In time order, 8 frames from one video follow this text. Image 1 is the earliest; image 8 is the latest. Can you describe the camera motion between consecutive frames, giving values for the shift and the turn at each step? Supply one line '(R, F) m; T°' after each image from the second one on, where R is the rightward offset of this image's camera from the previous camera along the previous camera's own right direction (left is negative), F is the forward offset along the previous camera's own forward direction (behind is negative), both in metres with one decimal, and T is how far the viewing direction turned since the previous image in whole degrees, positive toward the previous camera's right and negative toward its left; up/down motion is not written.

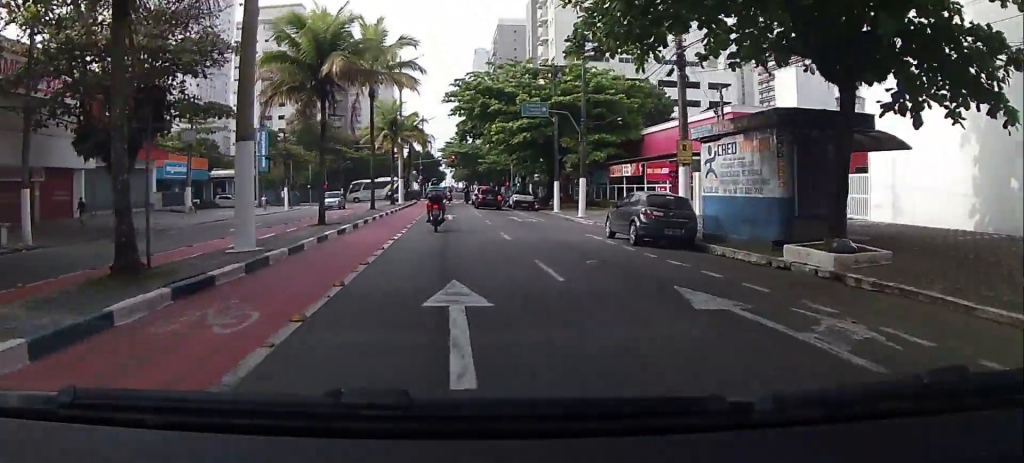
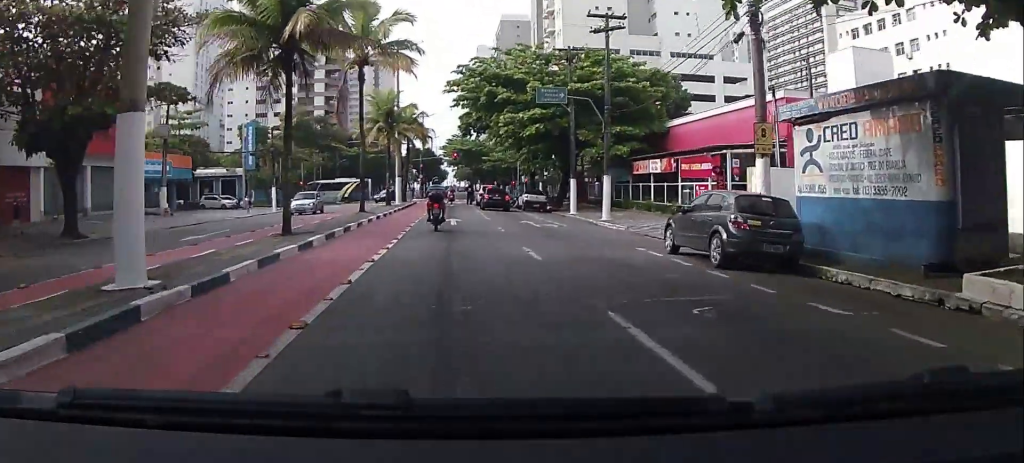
(0.0, +5.7) m; 0°
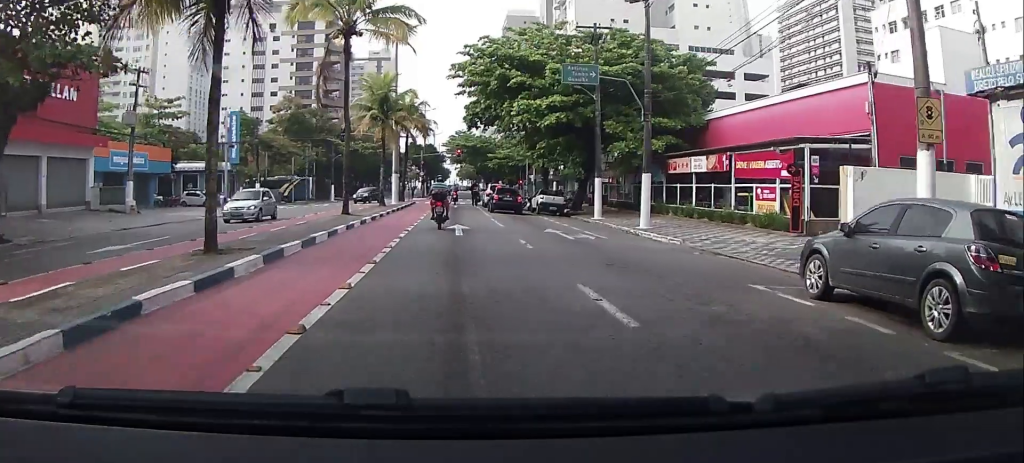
(0.0, +6.5) m; 0°
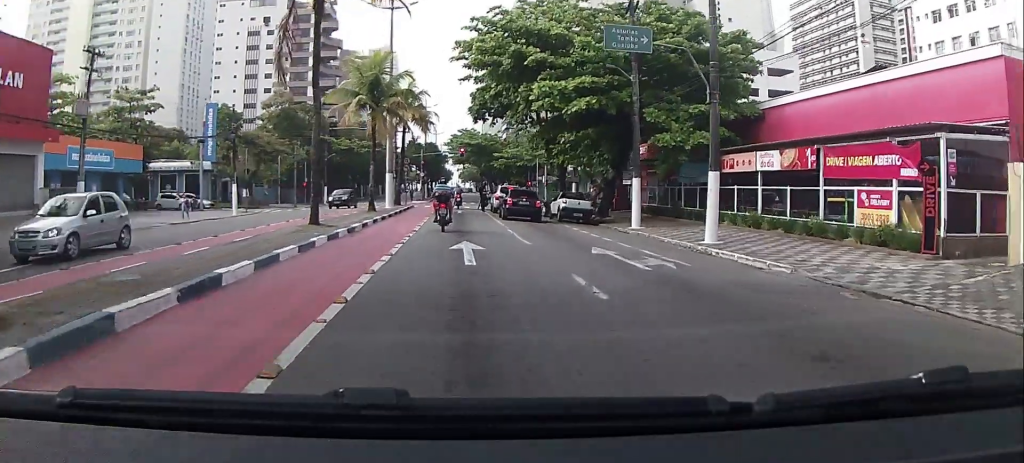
(-0.1, +7.2) m; +1°
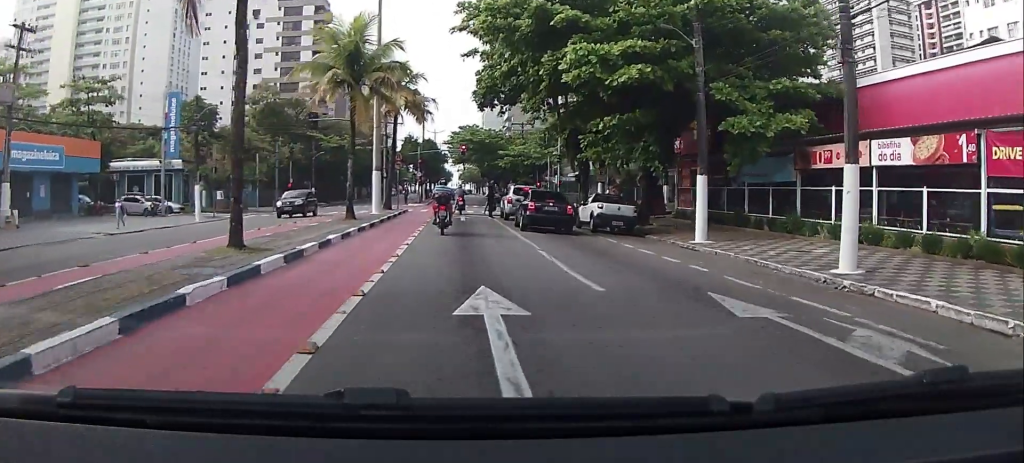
(+0.4, +8.0) m; +1°
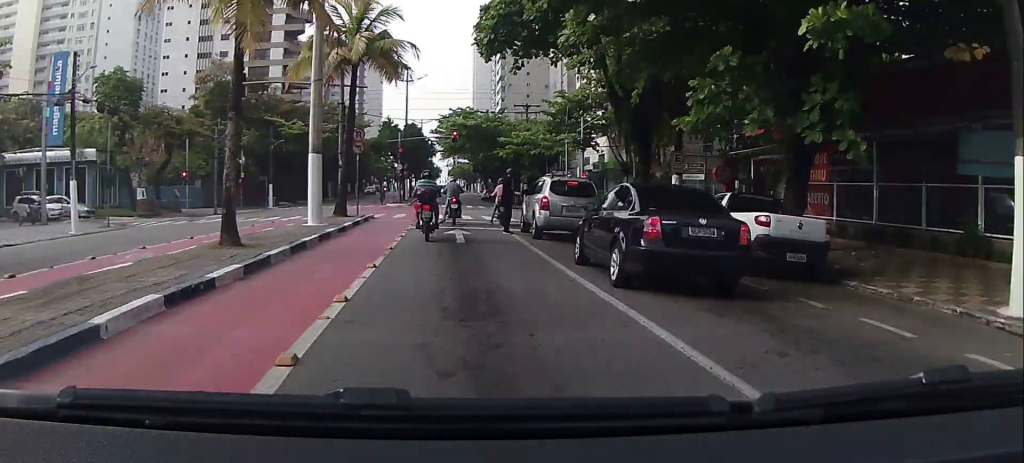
(+0.3, +15.8) m; +1°
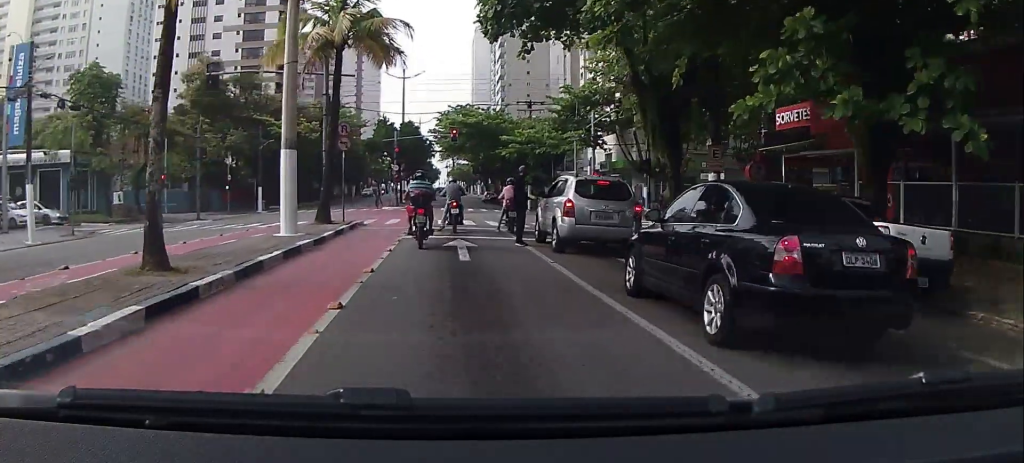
(-0.2, +4.4) m; 0°
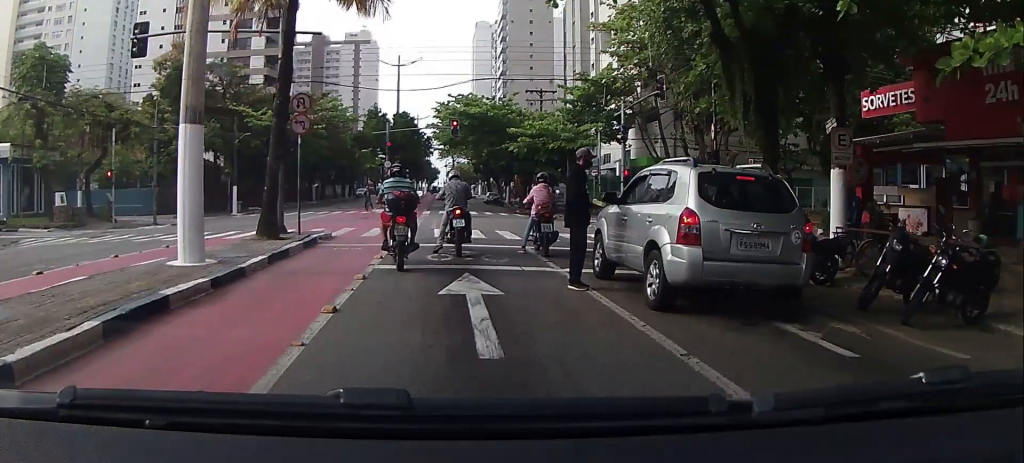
(+0.2, +10.0) m; +2°
